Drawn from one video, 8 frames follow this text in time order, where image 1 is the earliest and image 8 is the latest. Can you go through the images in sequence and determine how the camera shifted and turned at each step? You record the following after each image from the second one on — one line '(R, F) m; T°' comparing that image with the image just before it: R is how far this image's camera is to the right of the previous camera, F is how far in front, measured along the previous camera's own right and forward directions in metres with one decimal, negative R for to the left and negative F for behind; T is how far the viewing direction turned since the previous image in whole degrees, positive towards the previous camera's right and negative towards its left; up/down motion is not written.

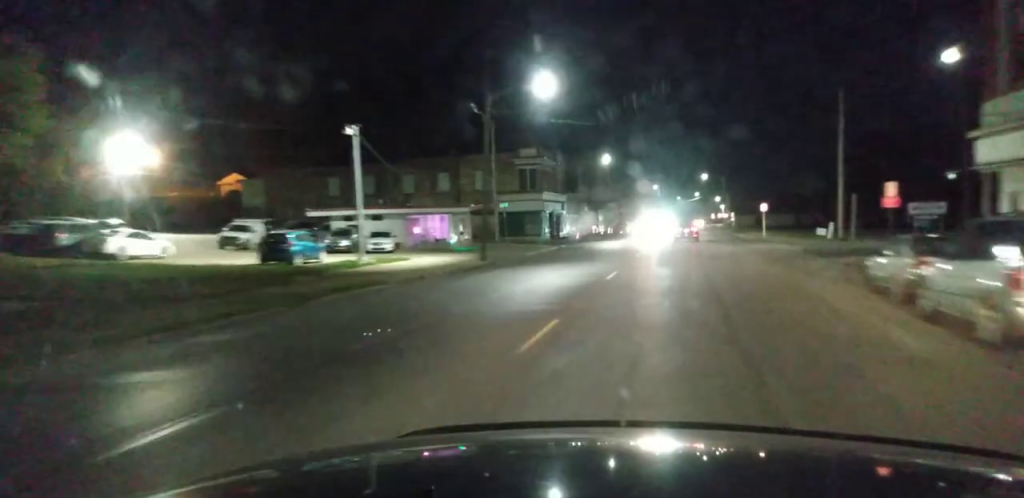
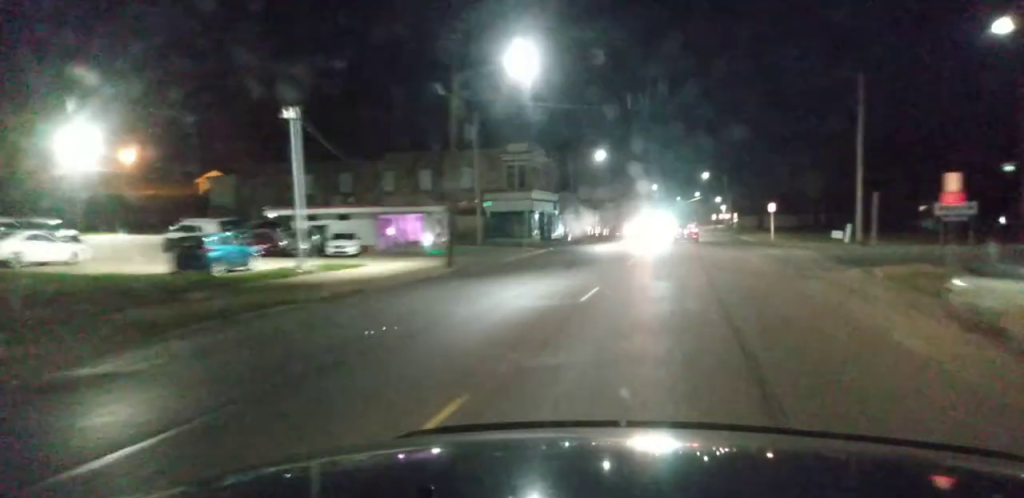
(-0.1, +6.4) m; -1°
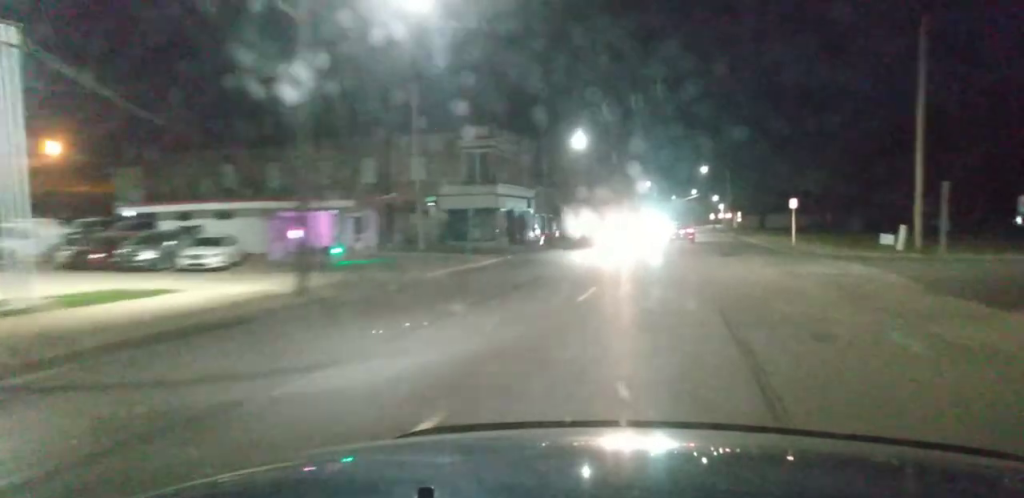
(-0.1, +13.6) m; 0°
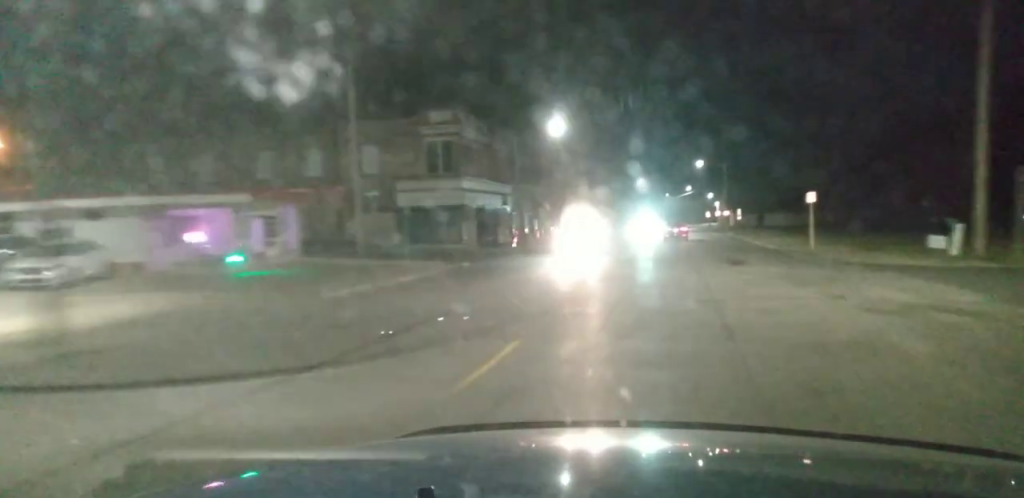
(0.0, +7.9) m; 0°
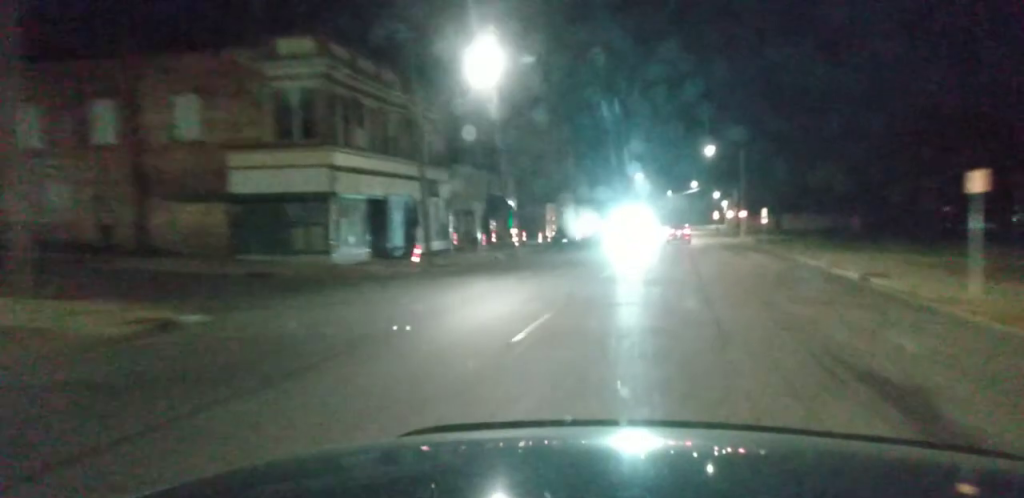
(-0.1, +20.5) m; -3°
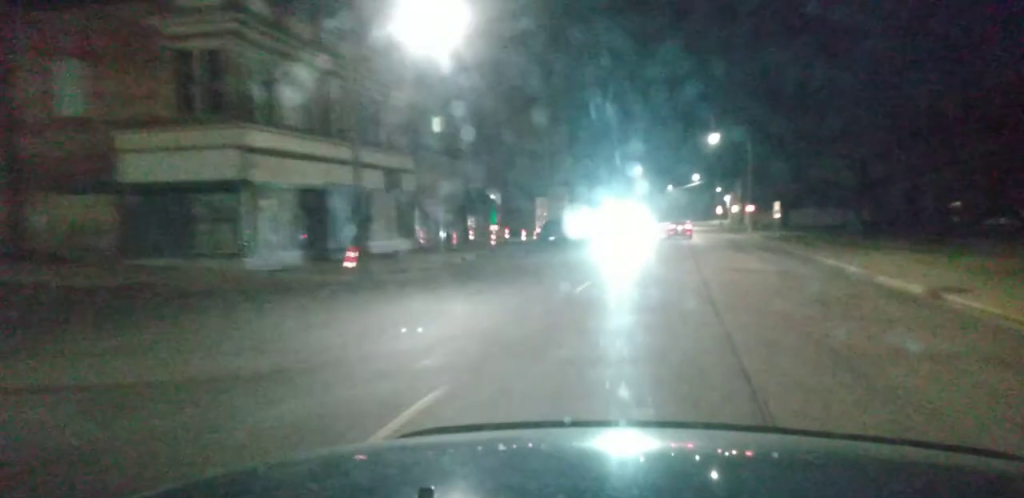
(-0.3, +6.2) m; +1°
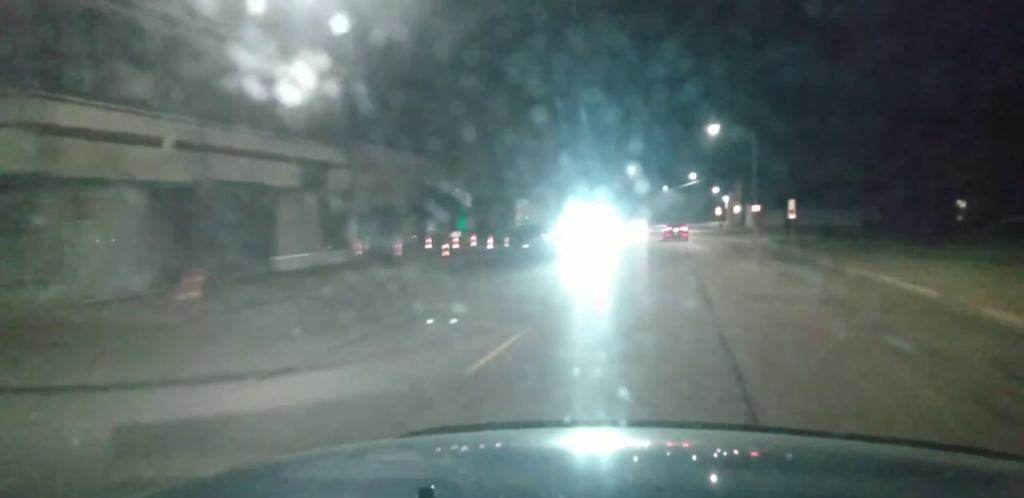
(-0.1, +8.2) m; +1°
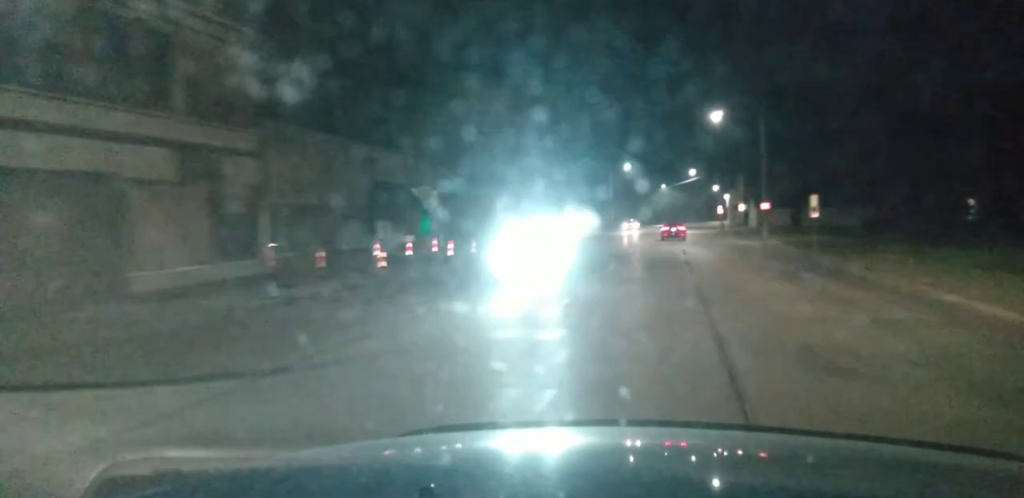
(+0.4, +6.6) m; +2°
